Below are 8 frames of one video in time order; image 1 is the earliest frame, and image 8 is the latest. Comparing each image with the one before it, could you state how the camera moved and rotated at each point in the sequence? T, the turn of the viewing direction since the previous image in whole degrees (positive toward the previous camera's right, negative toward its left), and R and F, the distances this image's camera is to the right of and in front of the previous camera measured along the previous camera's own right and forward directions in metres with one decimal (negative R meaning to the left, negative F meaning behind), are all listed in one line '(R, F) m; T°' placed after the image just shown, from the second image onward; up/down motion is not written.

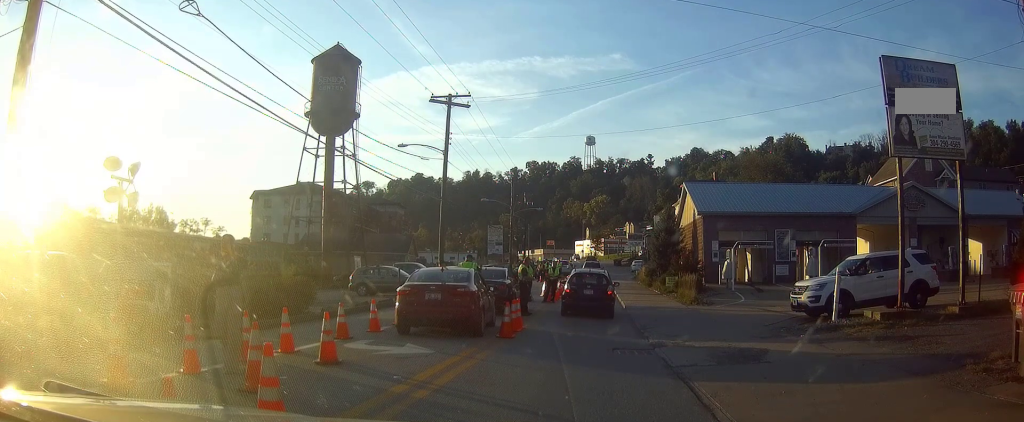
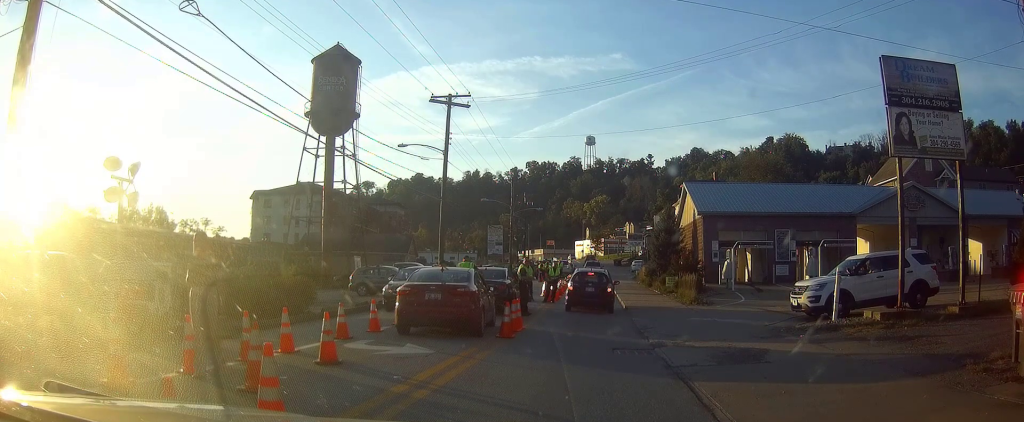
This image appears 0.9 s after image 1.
(0.0, 0.0) m; 0°
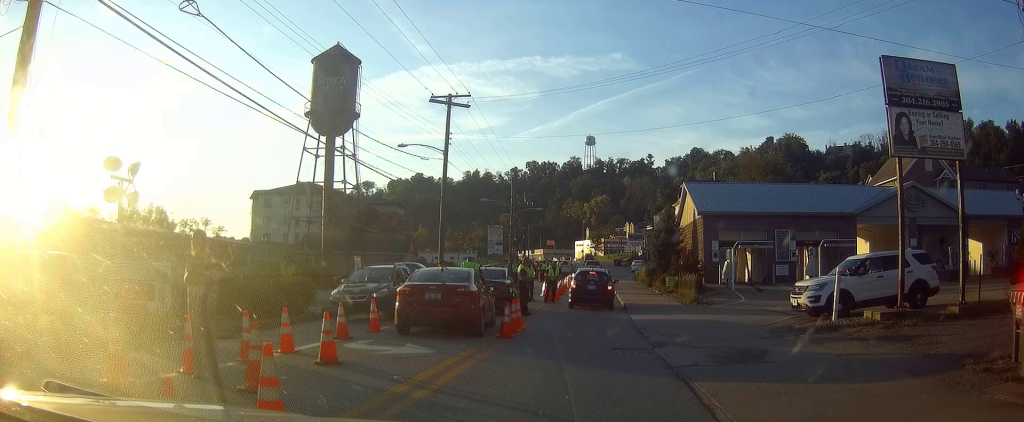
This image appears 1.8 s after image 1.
(0.0, 0.0) m; 0°
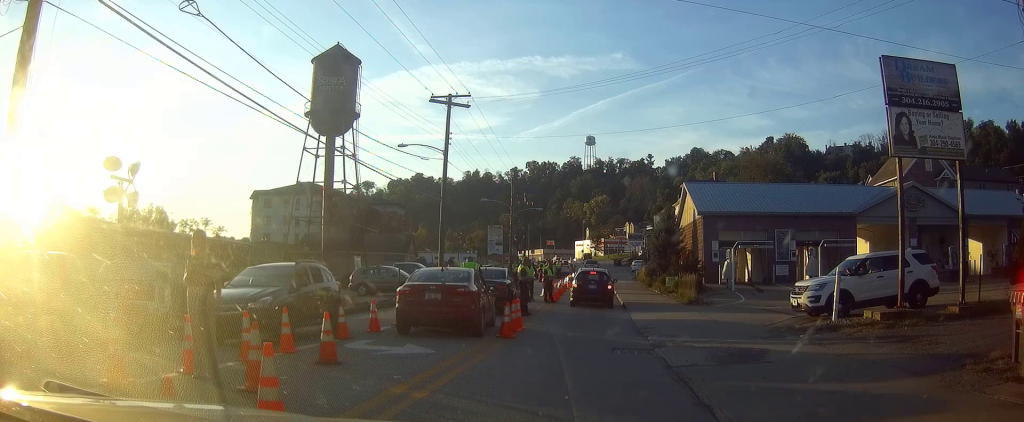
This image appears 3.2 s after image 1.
(0.0, 0.0) m; 0°
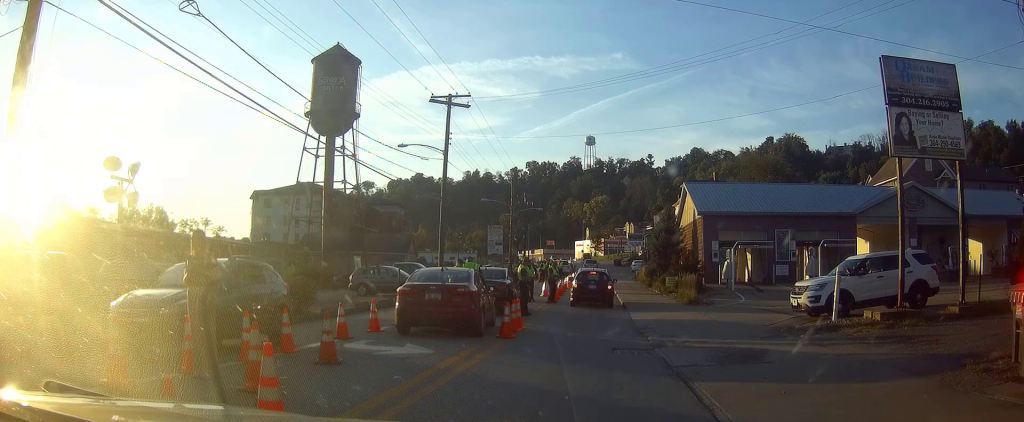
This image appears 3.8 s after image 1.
(0.0, 0.0) m; 0°
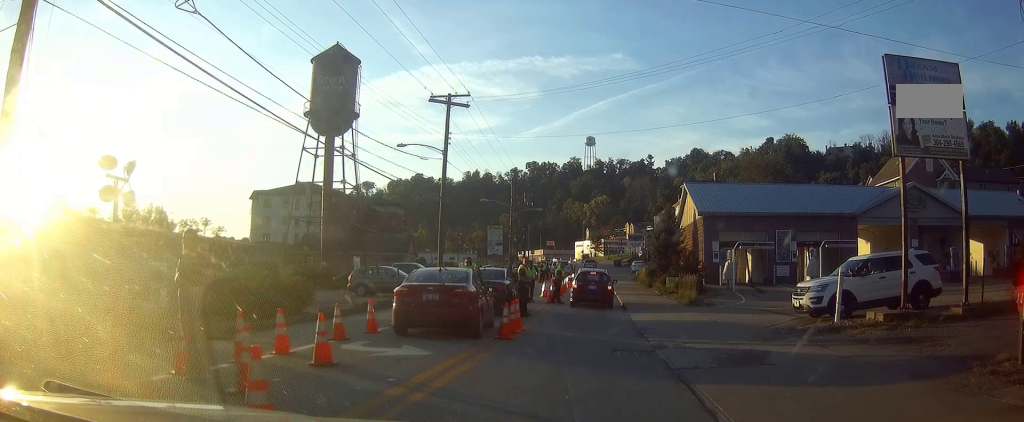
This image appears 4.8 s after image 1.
(0.0, 0.0) m; 0°
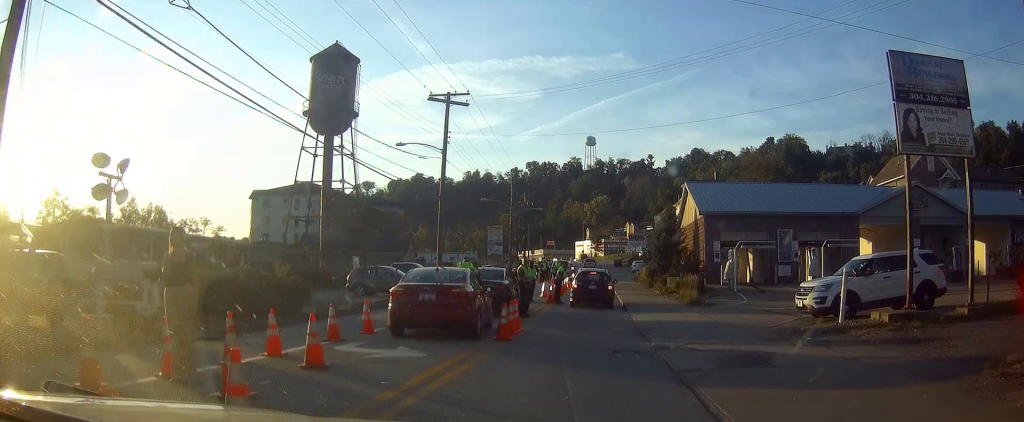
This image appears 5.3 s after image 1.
(-0.1, +0.2) m; 0°
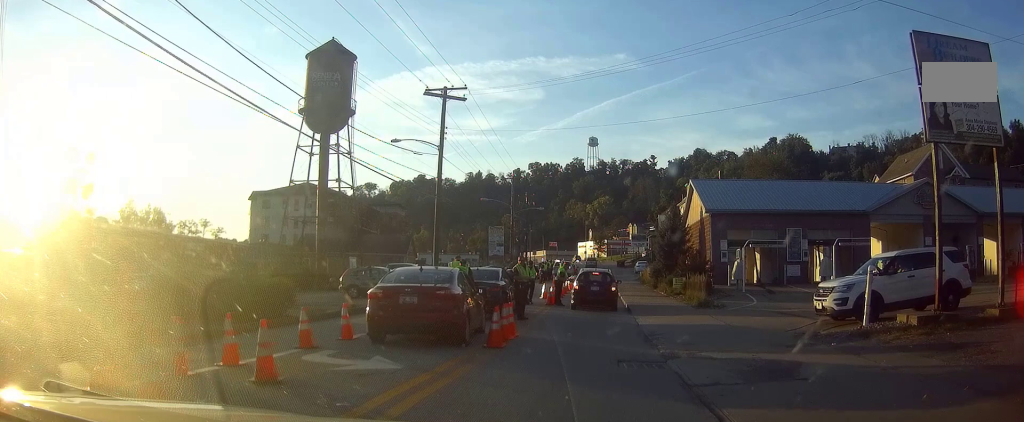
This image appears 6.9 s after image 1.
(-0.7, +1.3) m; 0°
